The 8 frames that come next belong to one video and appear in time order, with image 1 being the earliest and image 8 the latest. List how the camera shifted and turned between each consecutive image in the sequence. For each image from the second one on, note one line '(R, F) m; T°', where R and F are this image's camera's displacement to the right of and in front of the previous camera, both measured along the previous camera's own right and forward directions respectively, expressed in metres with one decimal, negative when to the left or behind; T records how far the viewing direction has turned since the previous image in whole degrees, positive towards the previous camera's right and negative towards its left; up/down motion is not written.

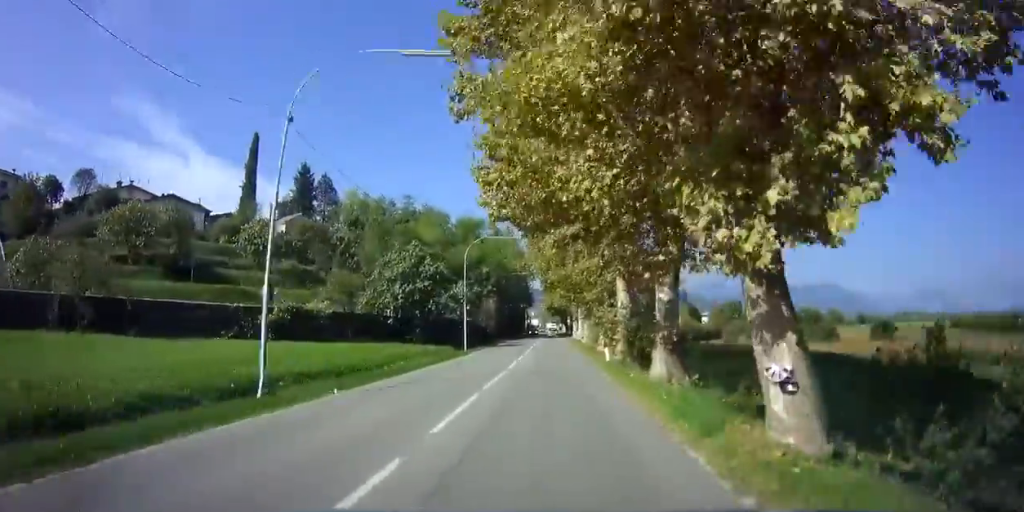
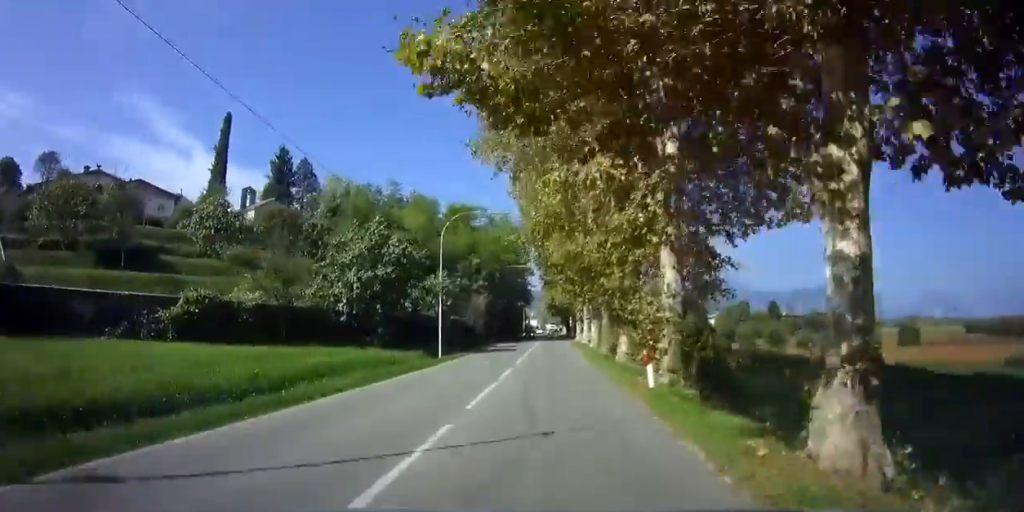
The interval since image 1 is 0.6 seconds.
(0.0, +9.8) m; 0°
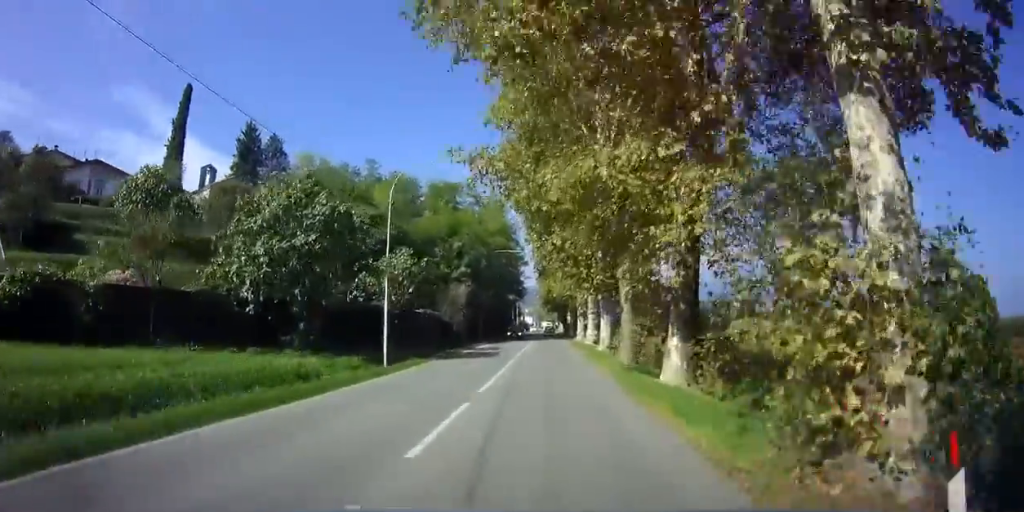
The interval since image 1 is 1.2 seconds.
(0.0, +11.0) m; 0°
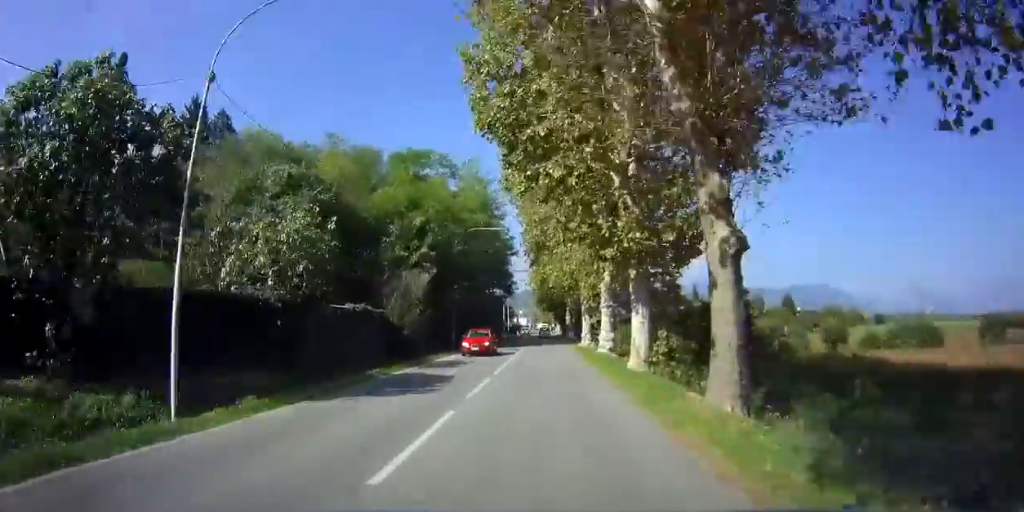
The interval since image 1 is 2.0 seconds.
(0.0, +13.4) m; 0°
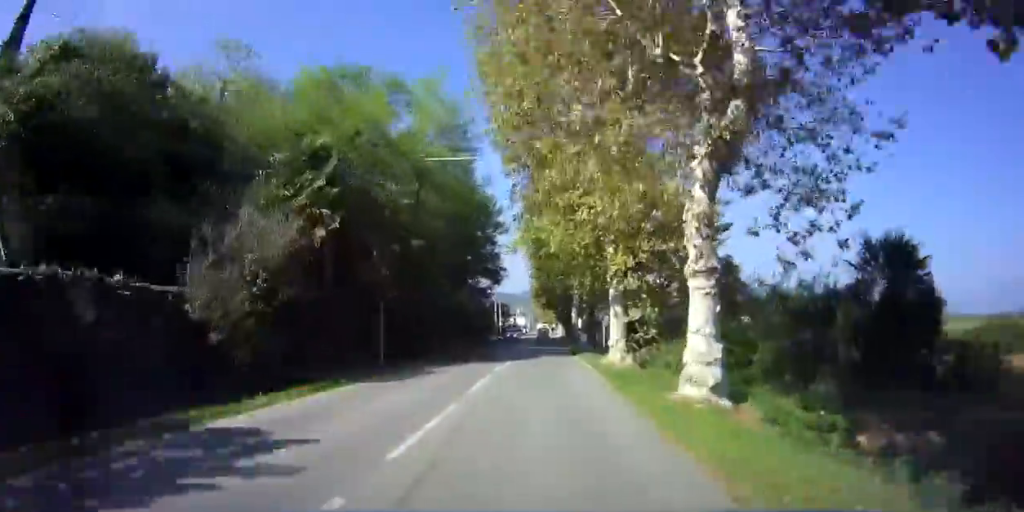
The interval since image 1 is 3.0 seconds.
(0.0, +17.6) m; 0°
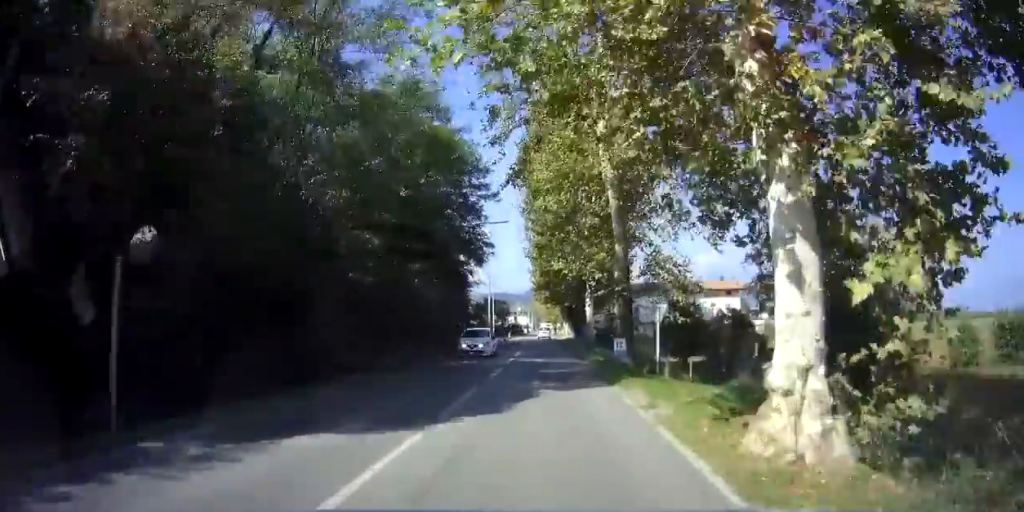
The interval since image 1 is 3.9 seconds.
(0.0, +15.6) m; -1°
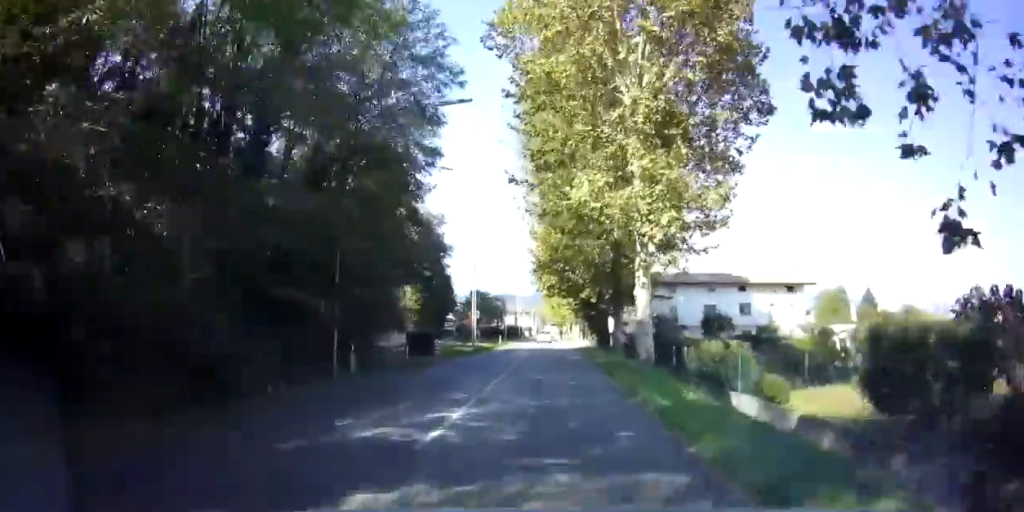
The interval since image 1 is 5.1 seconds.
(-0.3, +20.2) m; 0°
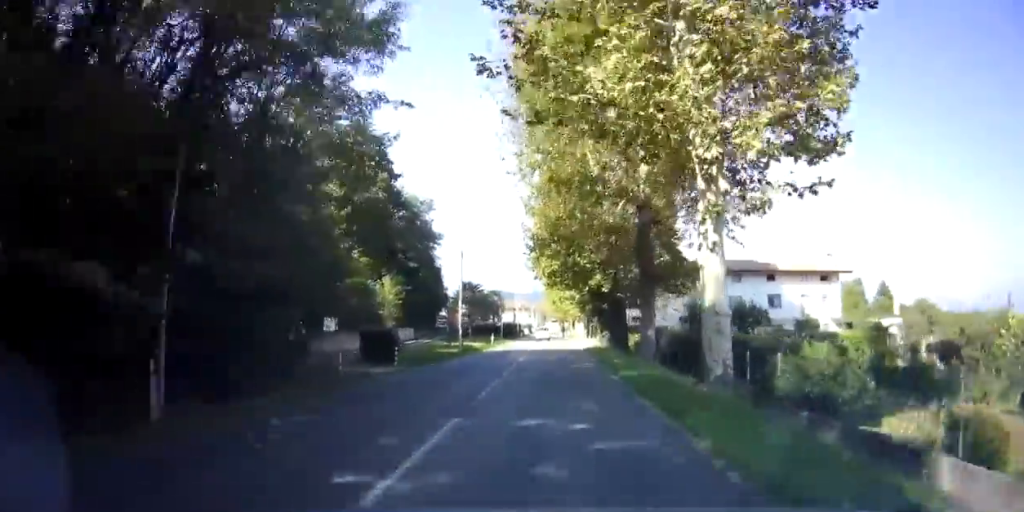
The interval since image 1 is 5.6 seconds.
(0.0, +7.8) m; +1°
